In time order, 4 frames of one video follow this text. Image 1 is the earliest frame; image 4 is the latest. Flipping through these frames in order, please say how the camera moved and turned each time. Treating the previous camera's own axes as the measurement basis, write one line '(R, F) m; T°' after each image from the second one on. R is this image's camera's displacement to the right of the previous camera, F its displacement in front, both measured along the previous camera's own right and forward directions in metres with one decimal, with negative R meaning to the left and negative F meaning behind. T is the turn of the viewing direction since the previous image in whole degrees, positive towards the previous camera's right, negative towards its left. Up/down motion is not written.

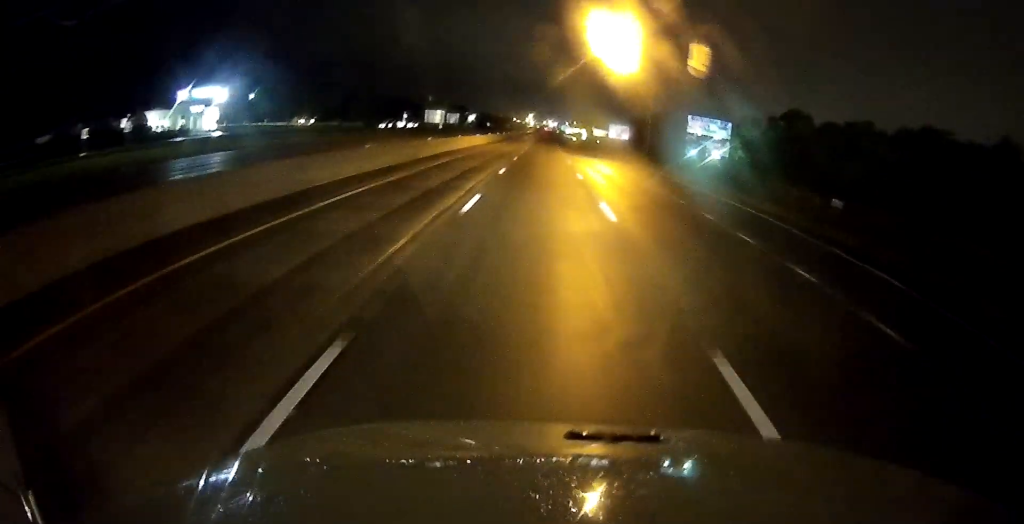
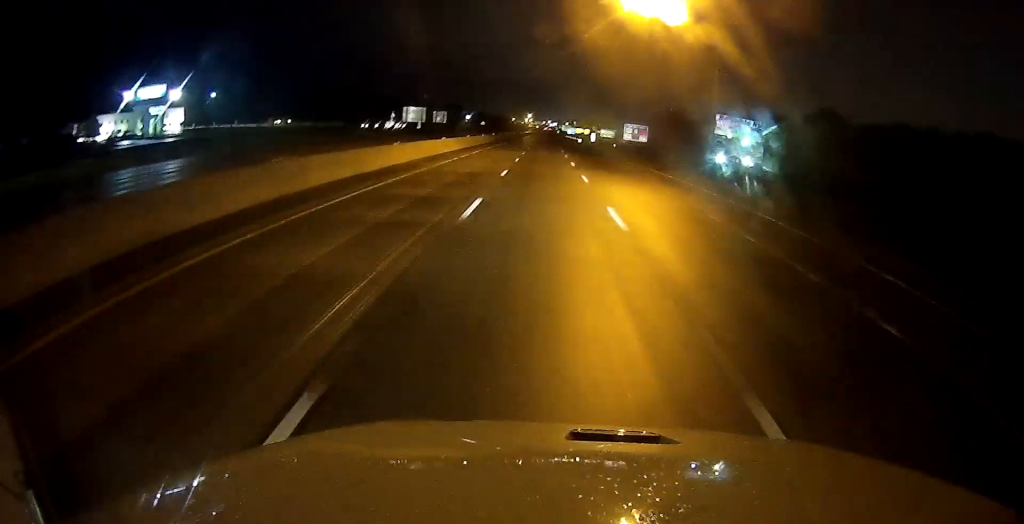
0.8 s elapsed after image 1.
(+0.1, +25.6) m; +1°
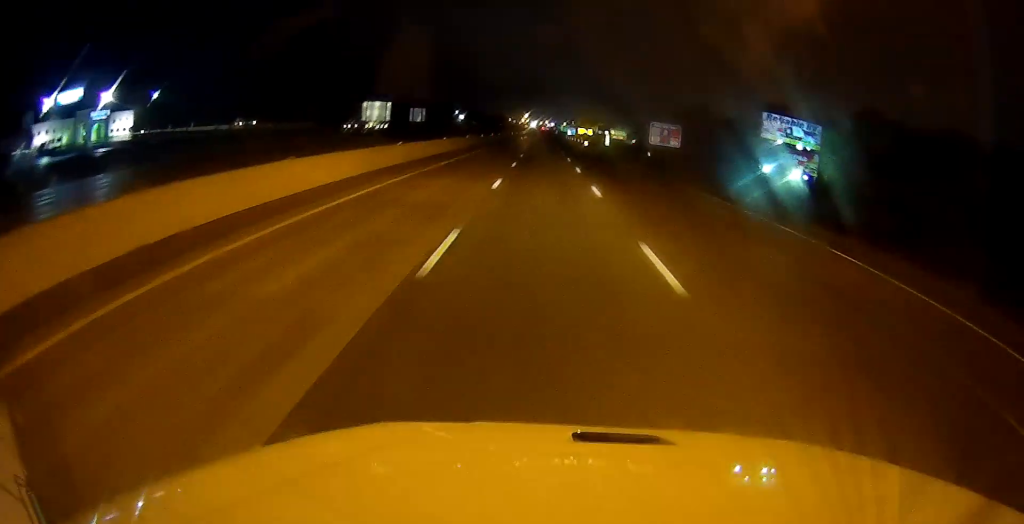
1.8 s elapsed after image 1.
(+0.4, +29.8) m; +1°
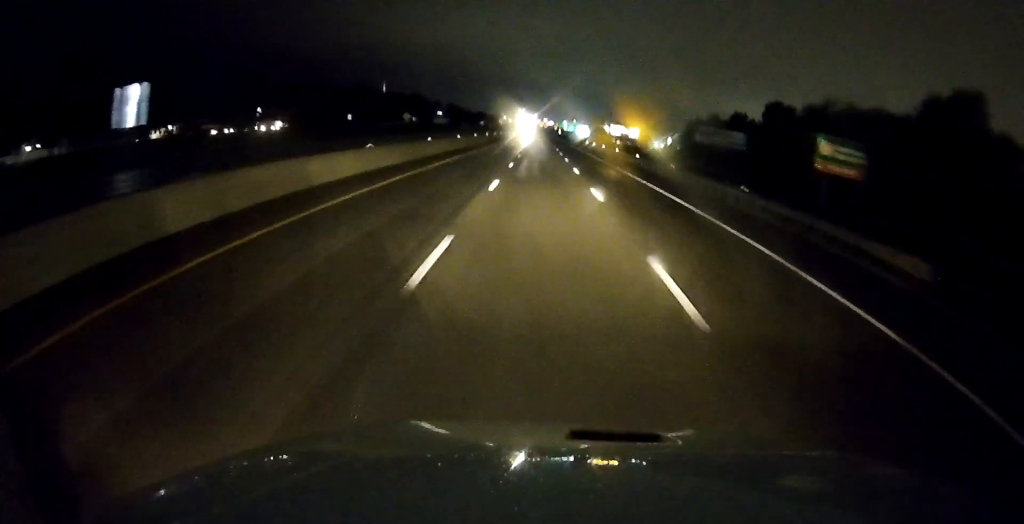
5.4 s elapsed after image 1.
(+0.1, +111.8) m; 0°
